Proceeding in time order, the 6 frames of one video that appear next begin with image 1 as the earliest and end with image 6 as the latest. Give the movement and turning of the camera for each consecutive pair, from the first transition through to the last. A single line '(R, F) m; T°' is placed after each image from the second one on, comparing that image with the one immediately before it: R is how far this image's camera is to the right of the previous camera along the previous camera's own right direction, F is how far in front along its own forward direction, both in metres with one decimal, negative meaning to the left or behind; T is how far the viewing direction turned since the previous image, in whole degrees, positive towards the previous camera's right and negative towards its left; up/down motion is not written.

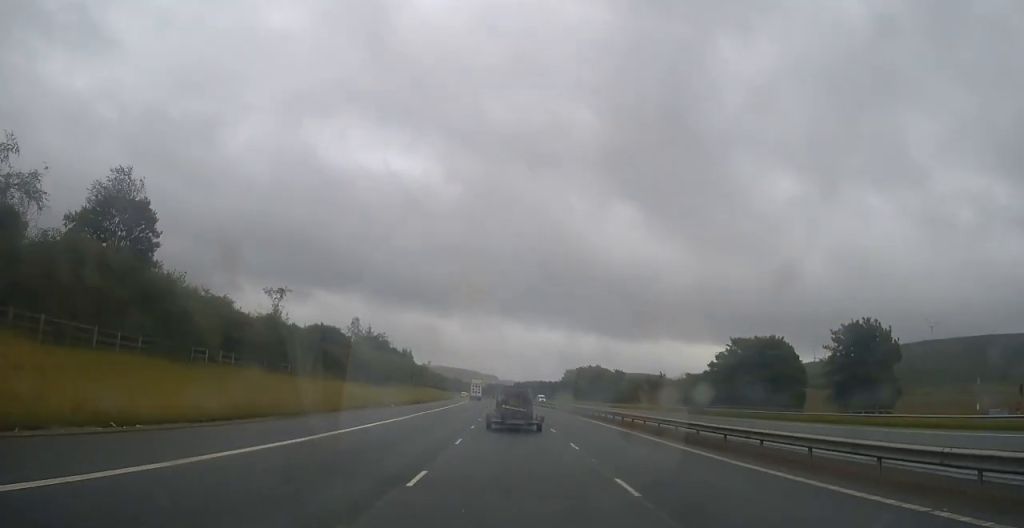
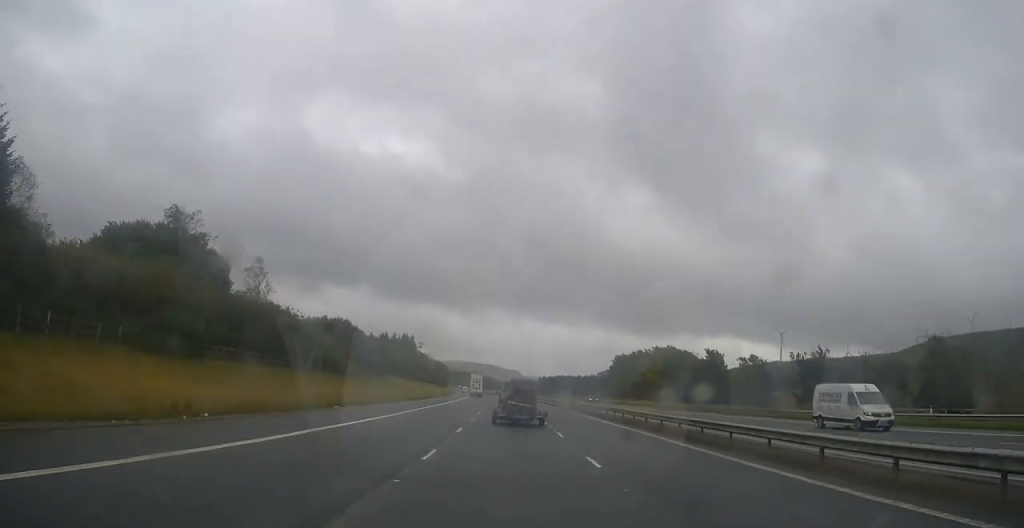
(-1.1, +76.9) m; -2°
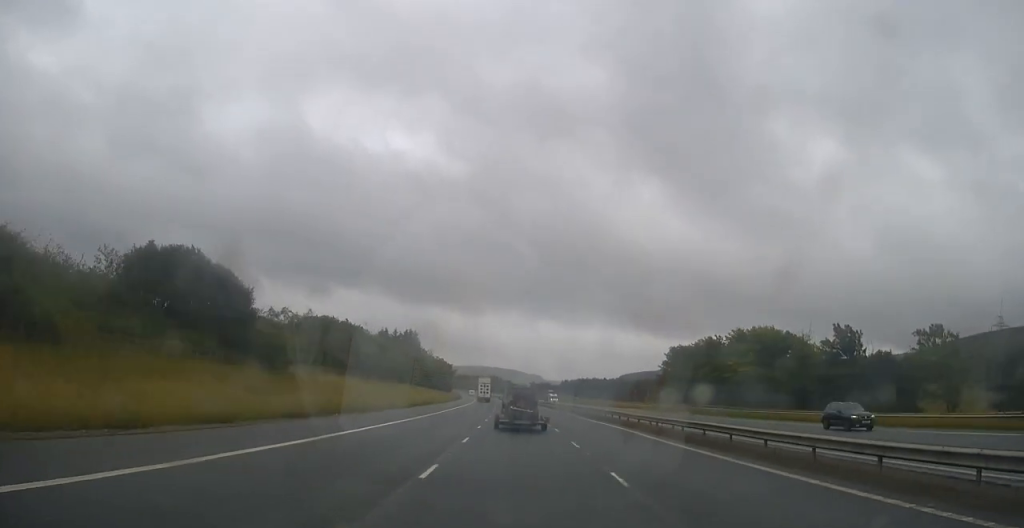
(-0.7, +46.7) m; -2°
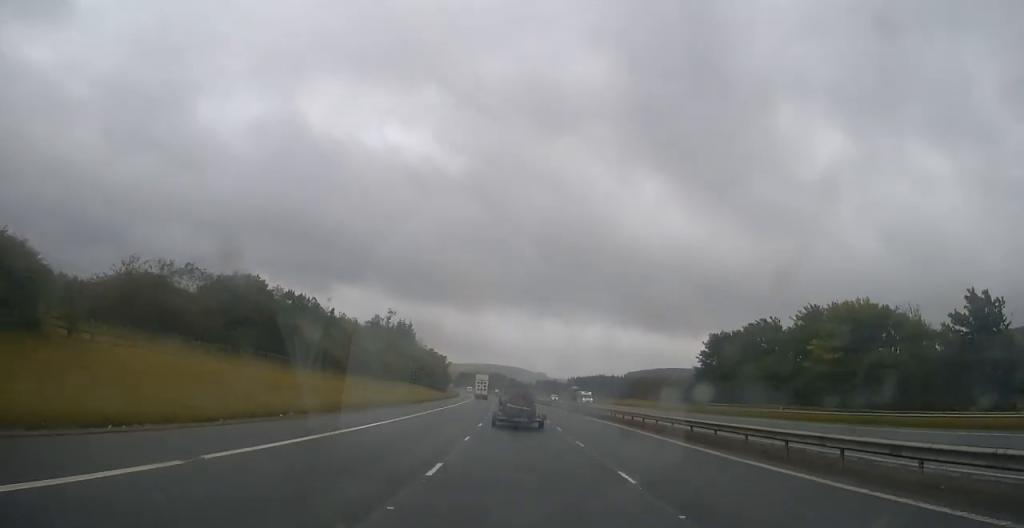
(0.0, +26.9) m; -1°
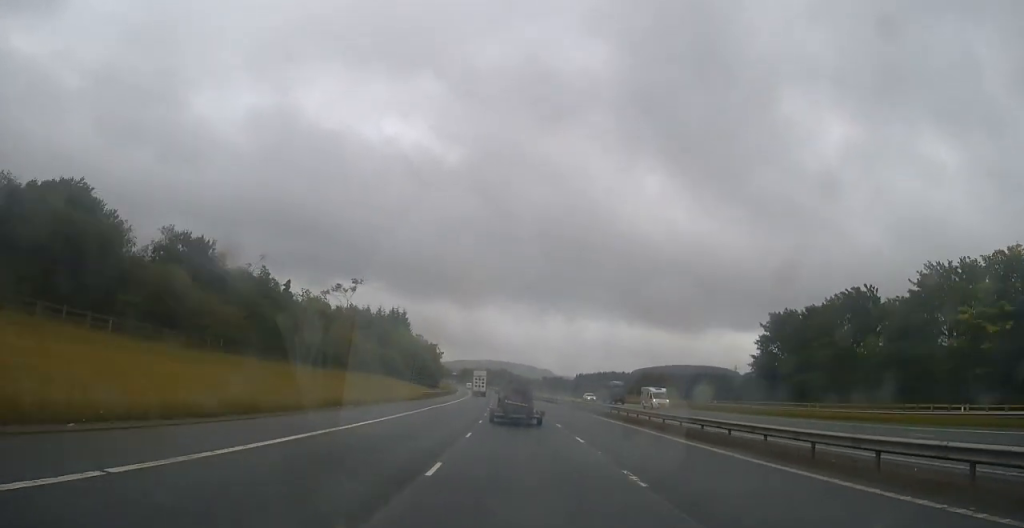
(-0.5, +26.9) m; -1°
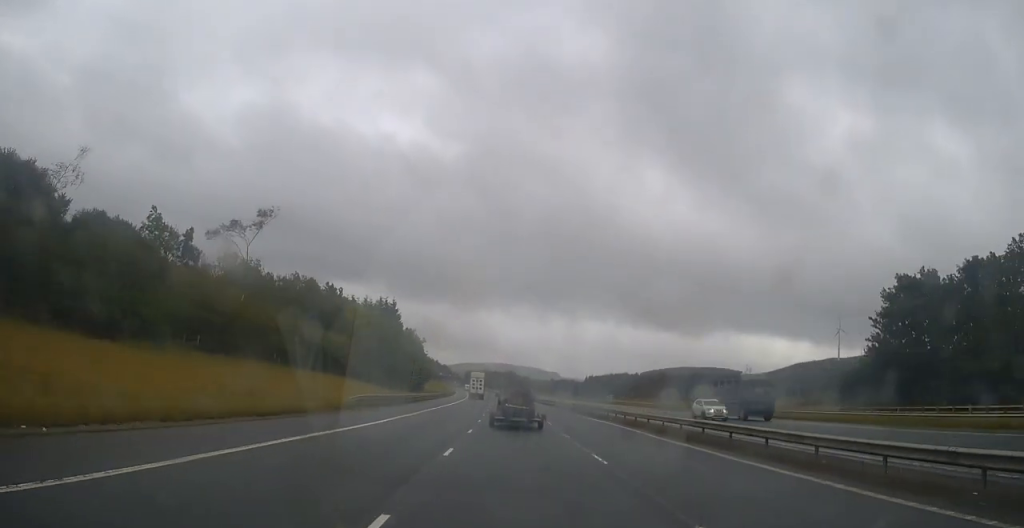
(-0.1, +31.8) m; 0°
